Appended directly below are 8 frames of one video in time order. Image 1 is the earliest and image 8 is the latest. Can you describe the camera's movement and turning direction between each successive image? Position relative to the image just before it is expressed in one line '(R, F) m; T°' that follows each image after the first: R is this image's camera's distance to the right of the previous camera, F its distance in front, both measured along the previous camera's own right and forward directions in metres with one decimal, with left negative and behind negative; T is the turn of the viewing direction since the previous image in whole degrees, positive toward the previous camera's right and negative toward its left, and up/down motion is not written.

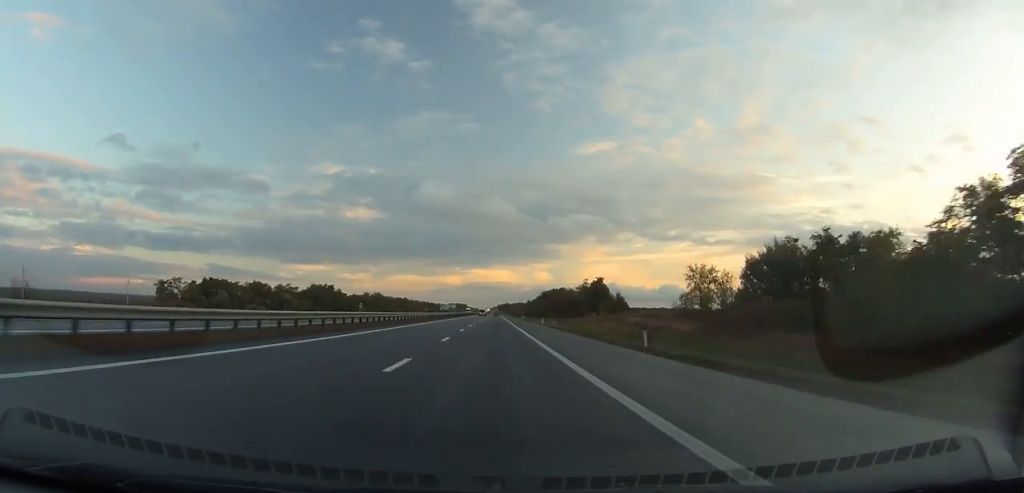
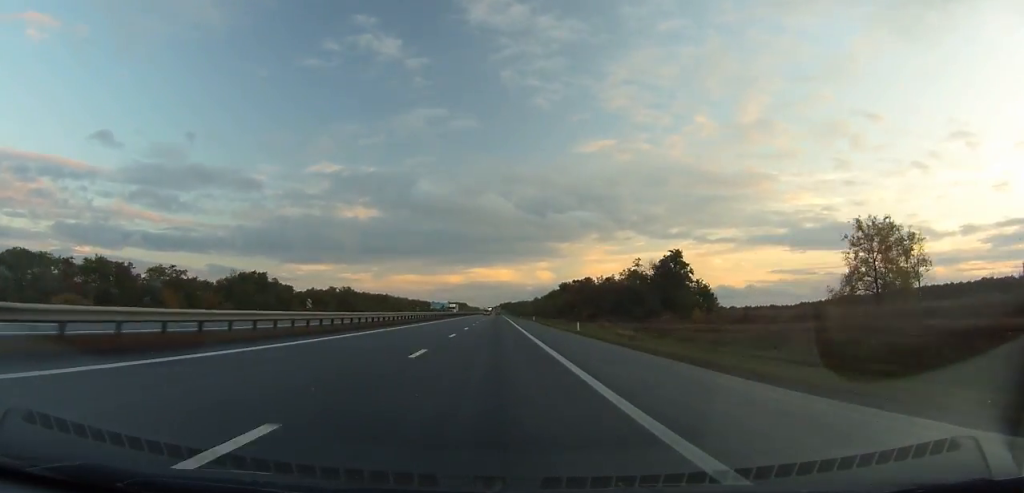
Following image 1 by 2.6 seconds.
(-0.5, +79.0) m; 0°
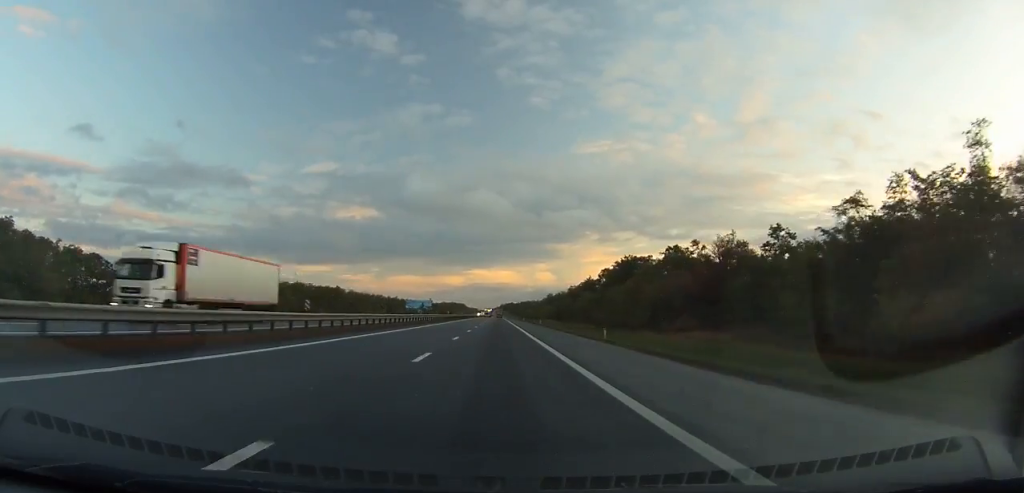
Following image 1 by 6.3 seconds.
(-0.3, +110.4) m; 0°
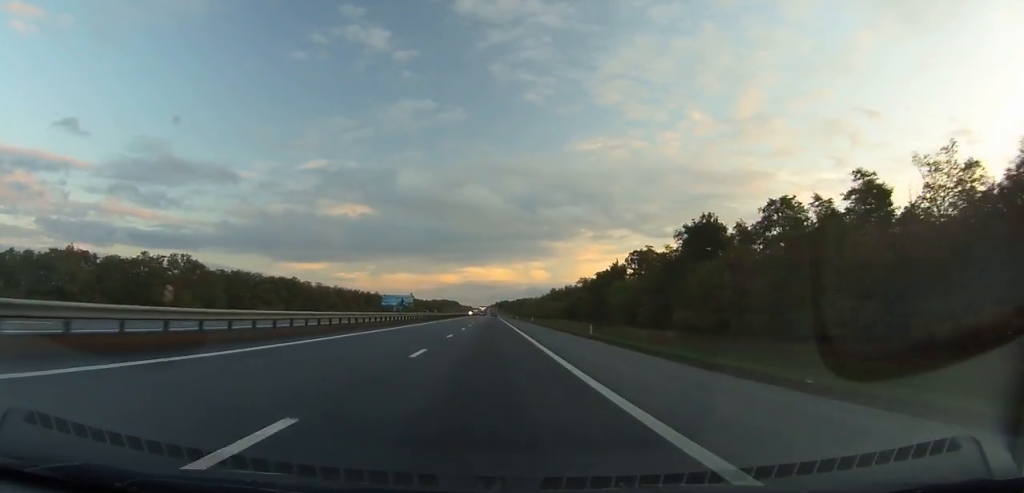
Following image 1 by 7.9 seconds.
(0.0, +46.9) m; 0°
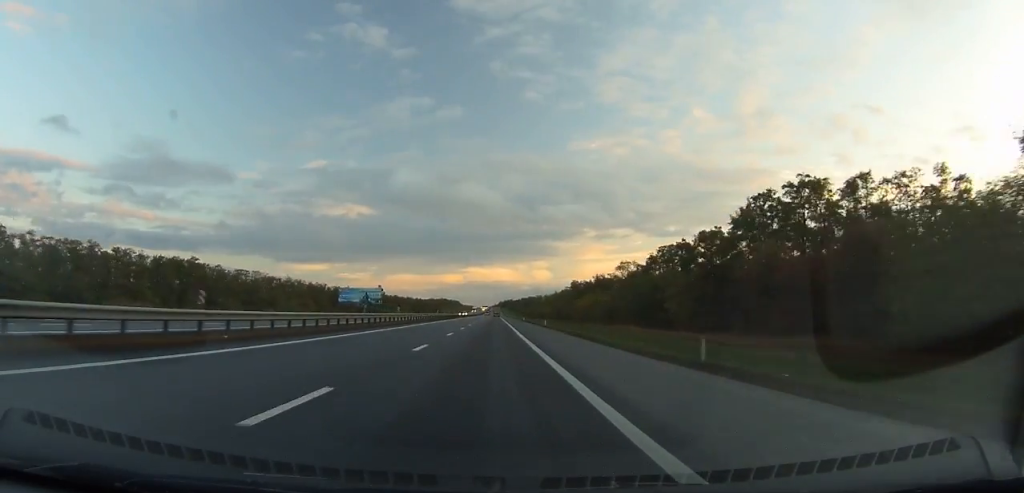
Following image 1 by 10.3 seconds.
(+0.1, +69.8) m; 0°
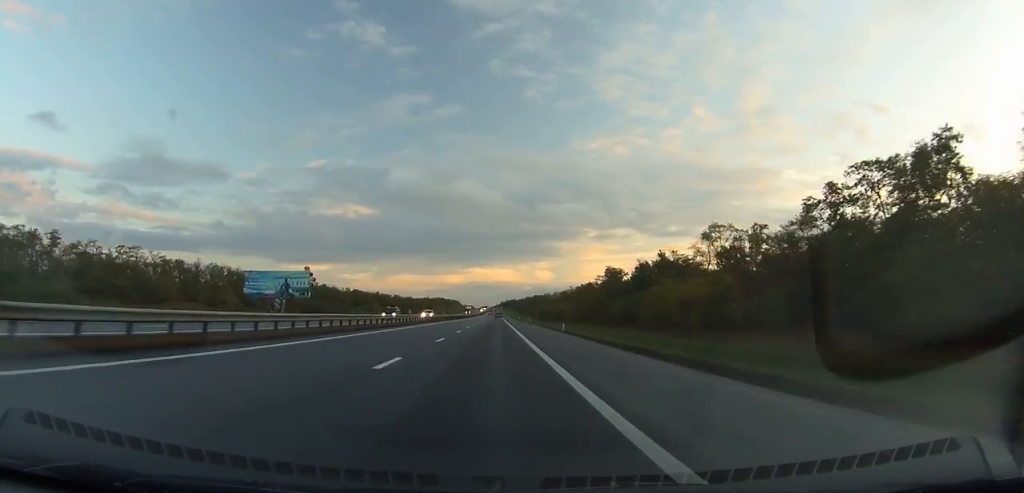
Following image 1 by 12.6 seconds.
(+0.1, +66.2) m; 0°
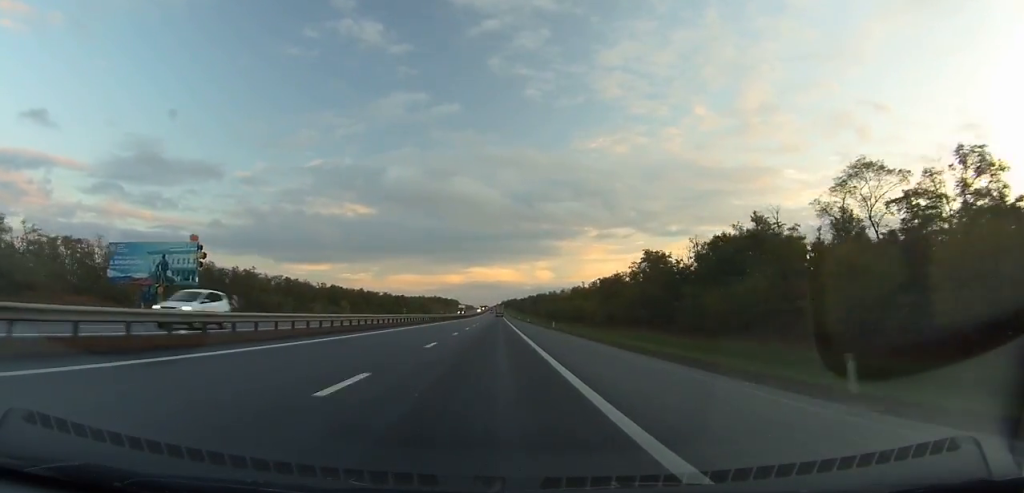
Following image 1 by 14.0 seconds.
(+0.1, +39.7) m; 0°
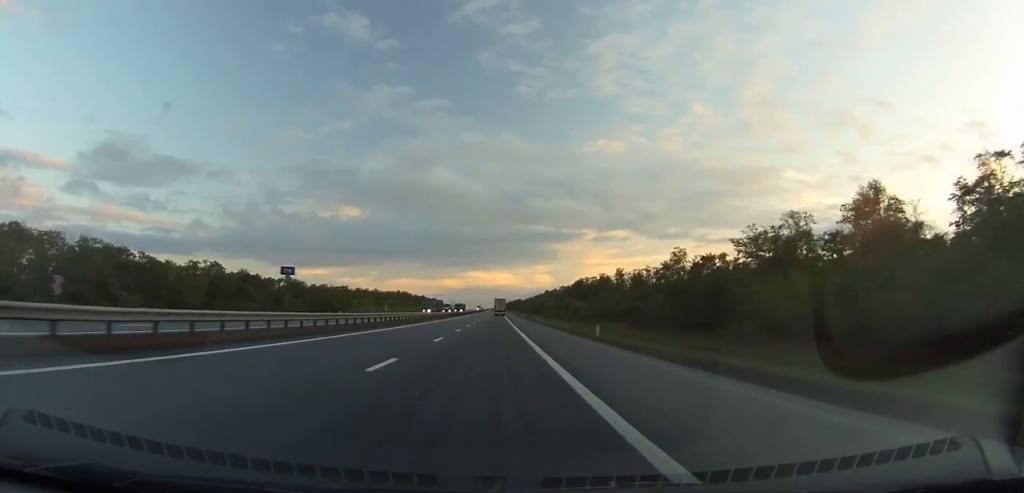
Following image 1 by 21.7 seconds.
(-0.6, +209.6) m; 0°
